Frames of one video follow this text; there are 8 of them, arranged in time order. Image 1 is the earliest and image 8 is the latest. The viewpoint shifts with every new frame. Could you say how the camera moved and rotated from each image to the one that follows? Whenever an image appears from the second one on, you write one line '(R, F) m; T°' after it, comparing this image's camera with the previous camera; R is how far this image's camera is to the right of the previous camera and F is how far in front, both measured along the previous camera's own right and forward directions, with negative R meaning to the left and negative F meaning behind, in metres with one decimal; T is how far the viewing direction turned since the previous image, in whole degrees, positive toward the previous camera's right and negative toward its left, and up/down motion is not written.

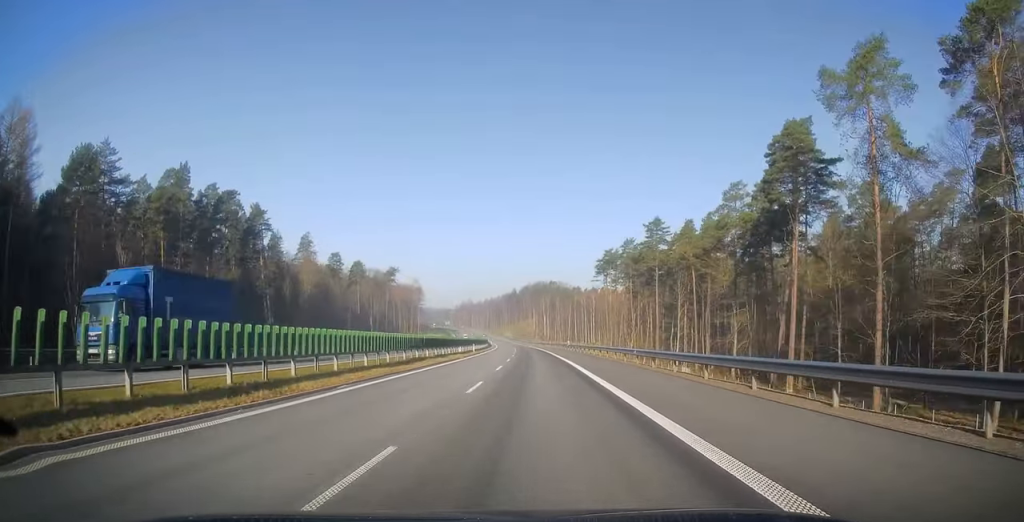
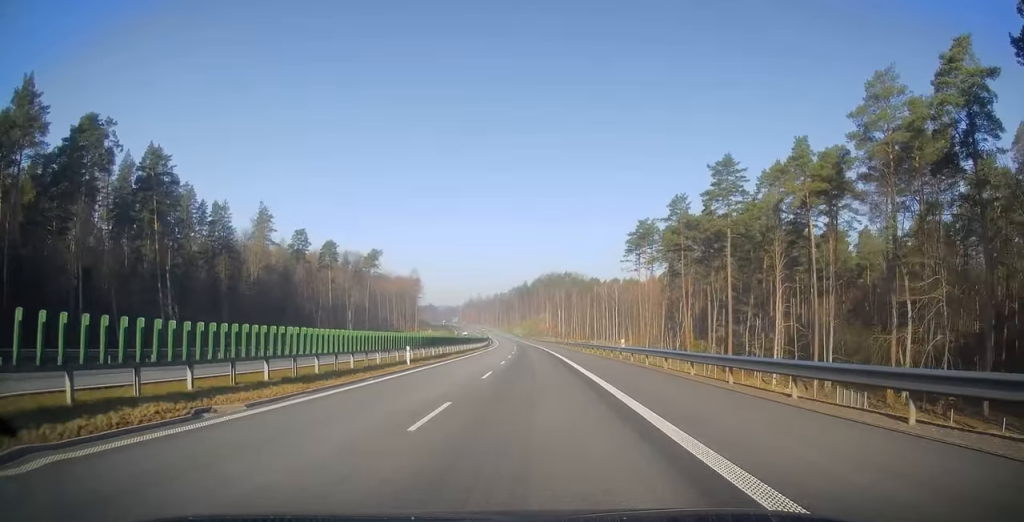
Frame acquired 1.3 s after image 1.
(-0.3, +42.4) m; -1°
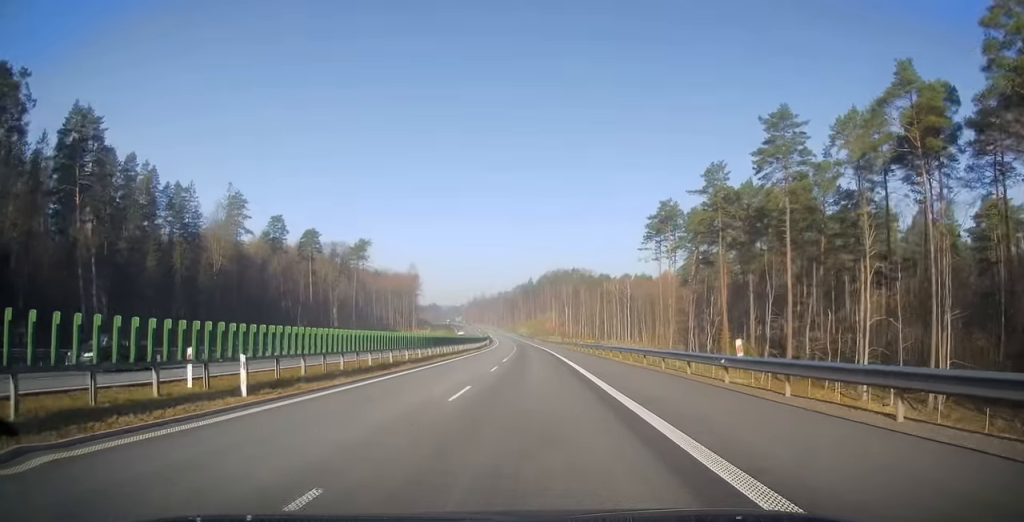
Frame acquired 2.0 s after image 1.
(-0.2, +19.6) m; -1°
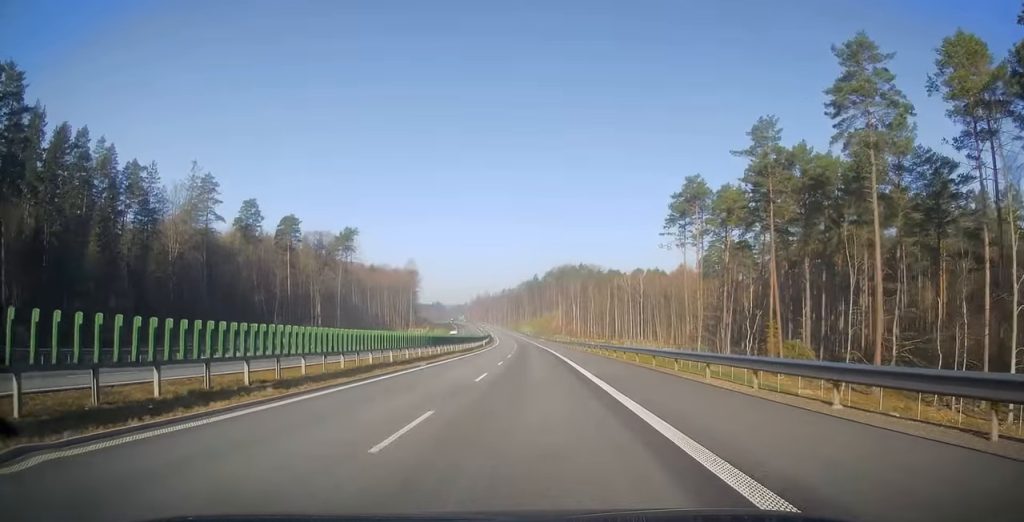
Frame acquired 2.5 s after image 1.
(0.0, +18.0) m; 0°
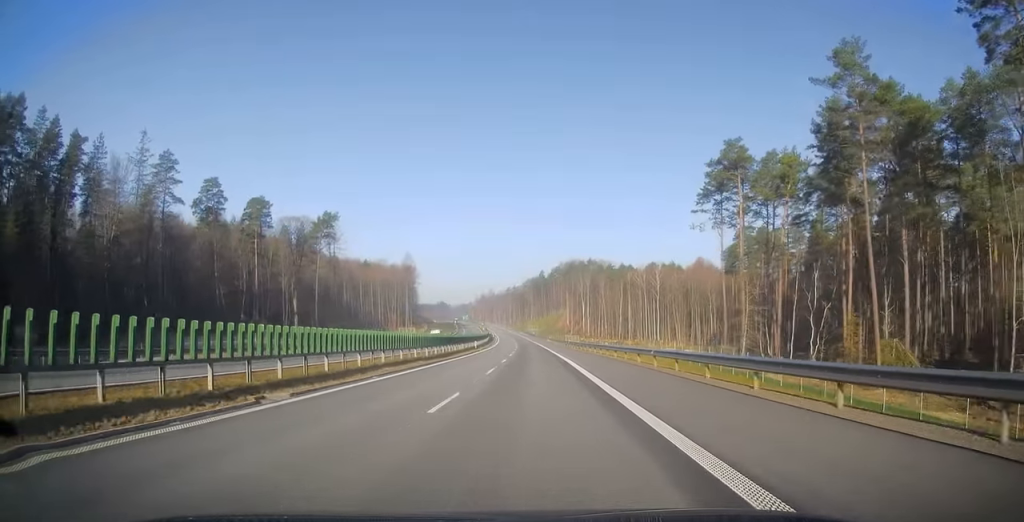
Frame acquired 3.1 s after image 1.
(0.0, +20.1) m; 0°
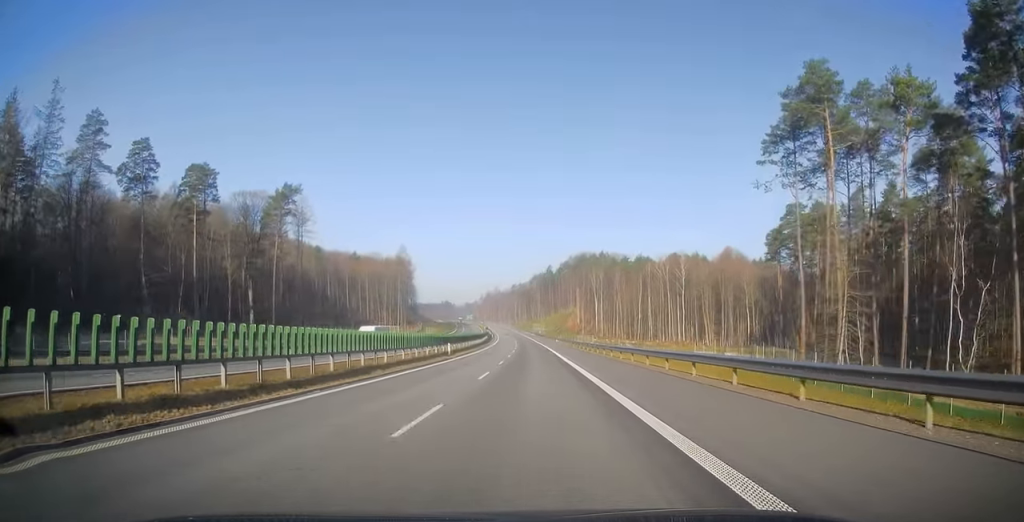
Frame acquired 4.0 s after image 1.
(-0.3, +26.5) m; -1°
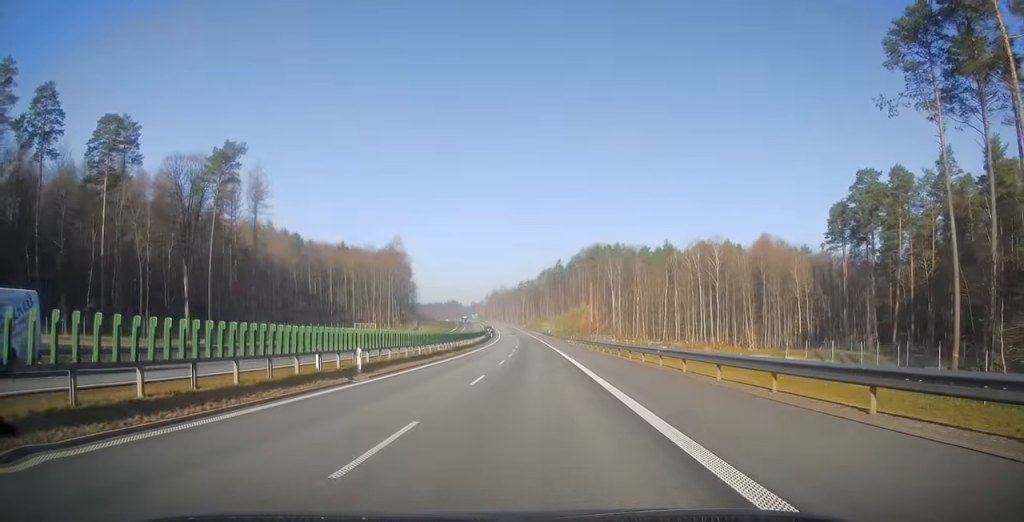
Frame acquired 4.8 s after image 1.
(0.0, +26.5) m; -1°
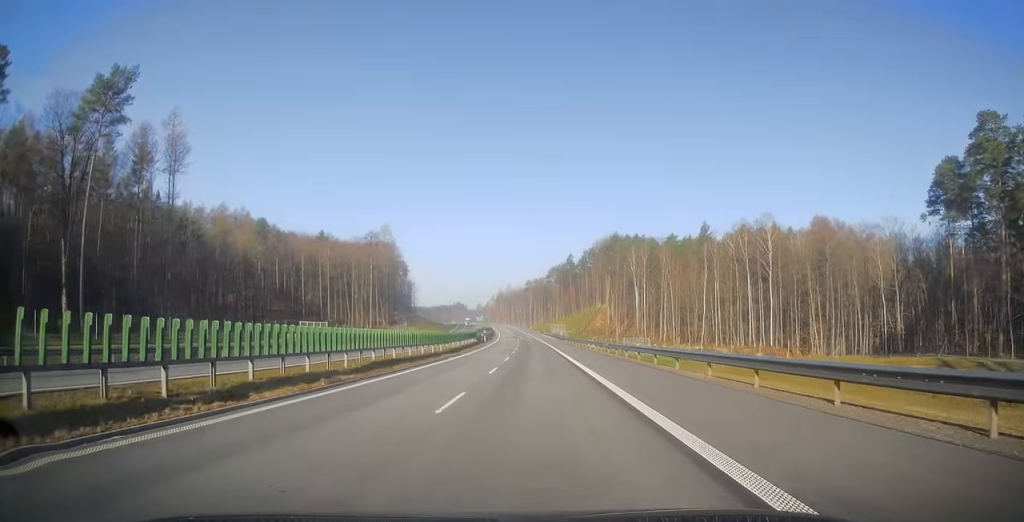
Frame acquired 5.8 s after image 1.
(-0.5, +30.7) m; -1°
